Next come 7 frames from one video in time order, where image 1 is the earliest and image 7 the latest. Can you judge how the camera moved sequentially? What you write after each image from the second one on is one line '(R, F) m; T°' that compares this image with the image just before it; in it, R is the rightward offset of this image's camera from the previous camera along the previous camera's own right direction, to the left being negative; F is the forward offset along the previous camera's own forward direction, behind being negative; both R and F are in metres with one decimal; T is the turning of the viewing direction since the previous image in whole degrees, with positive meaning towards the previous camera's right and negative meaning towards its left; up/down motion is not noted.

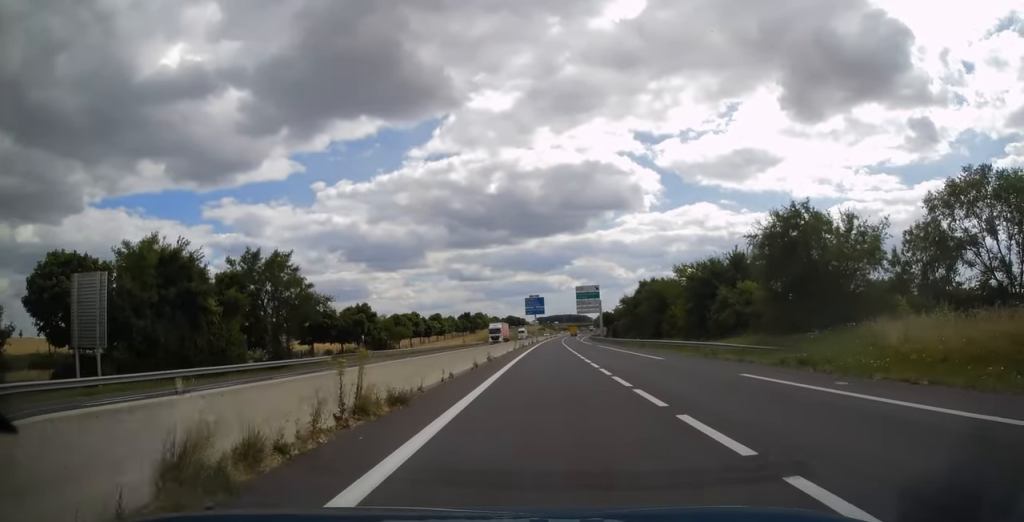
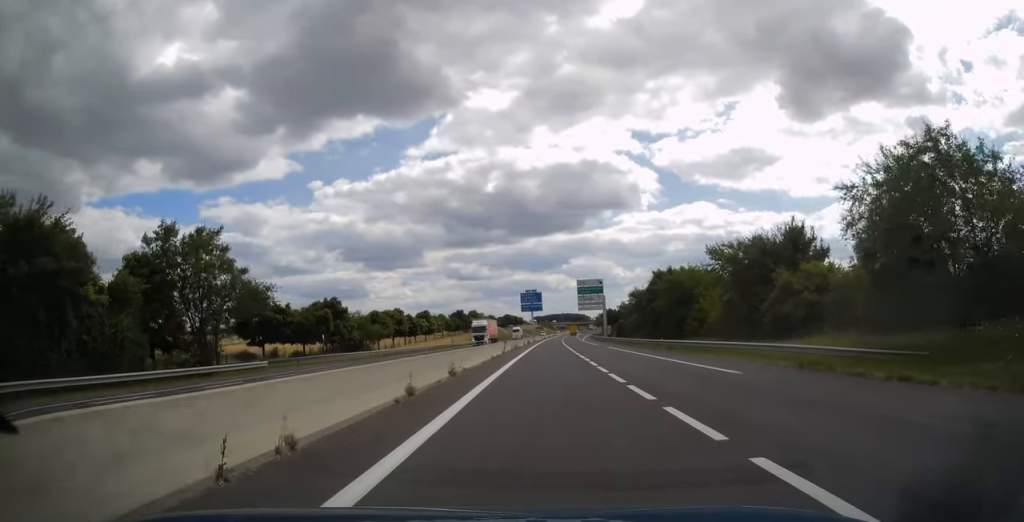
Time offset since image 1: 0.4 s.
(-0.1, +12.3) m; 0°
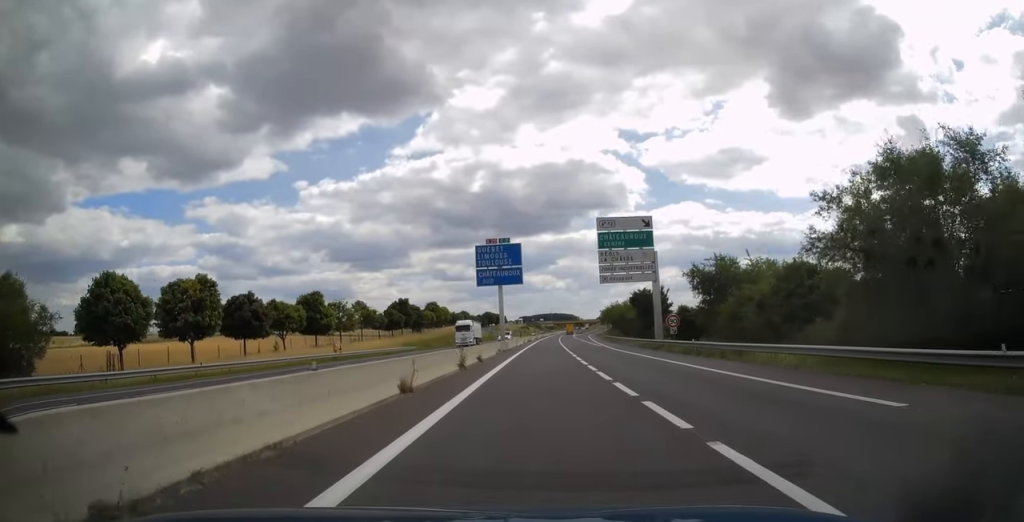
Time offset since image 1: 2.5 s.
(+0.8, +60.7) m; +2°
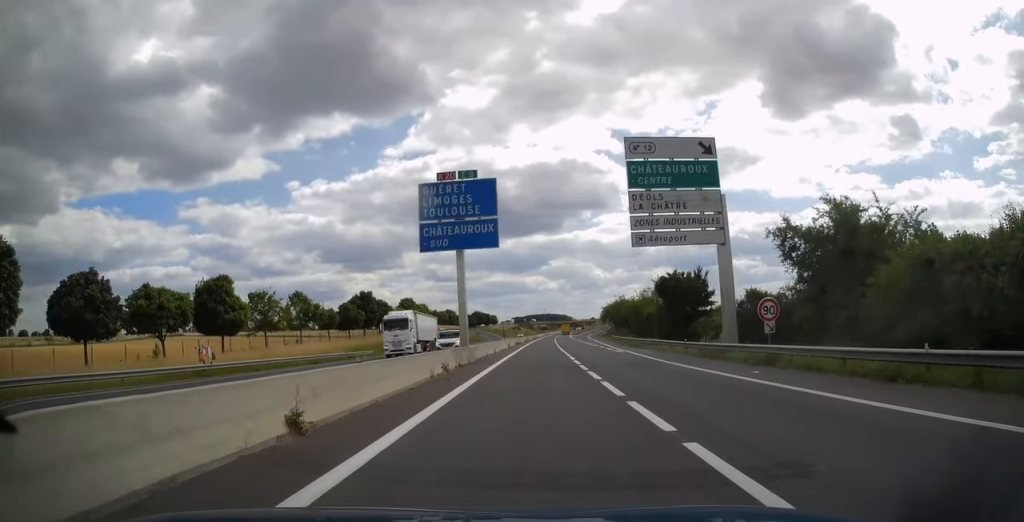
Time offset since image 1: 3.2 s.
(+0.2, +22.0) m; +1°
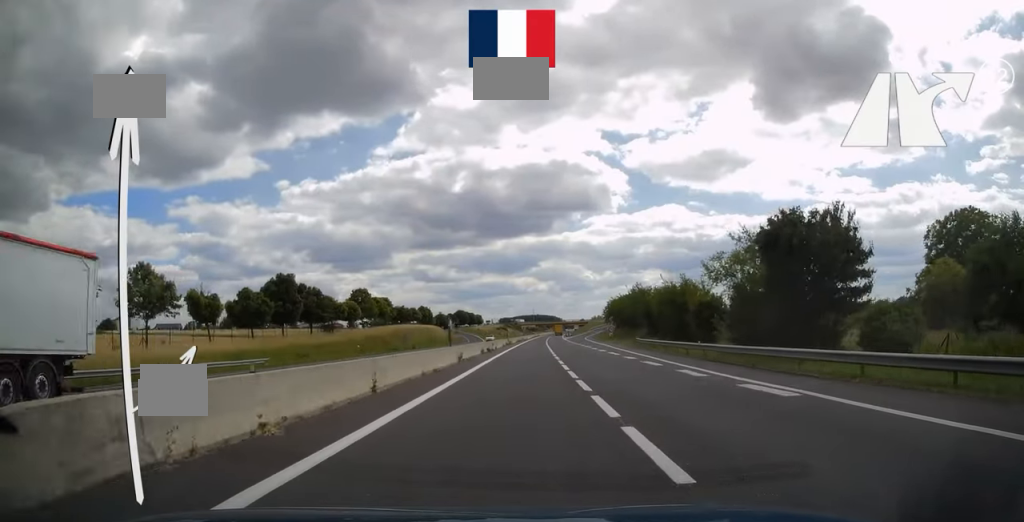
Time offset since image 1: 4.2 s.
(+0.3, +29.3) m; 0°
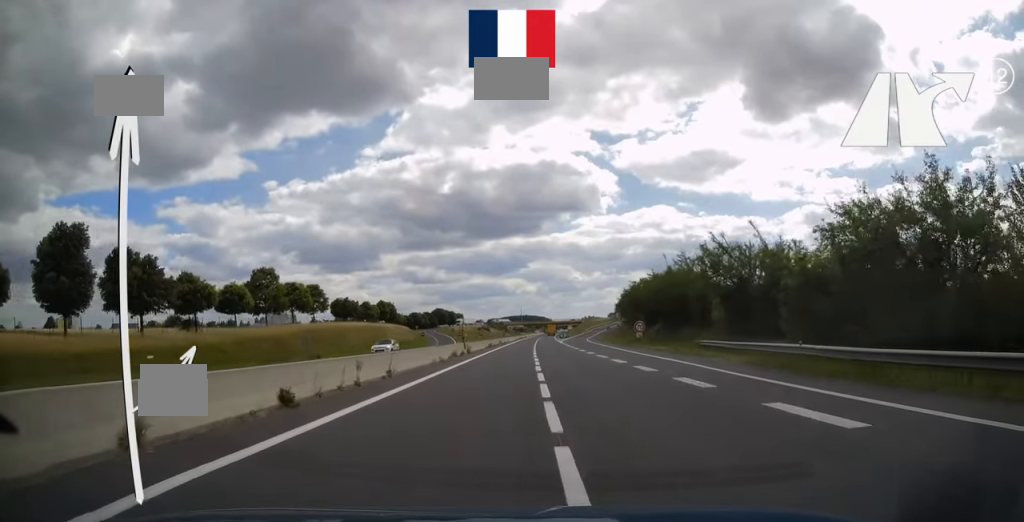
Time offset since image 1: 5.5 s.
(0.0, +36.7) m; +1°
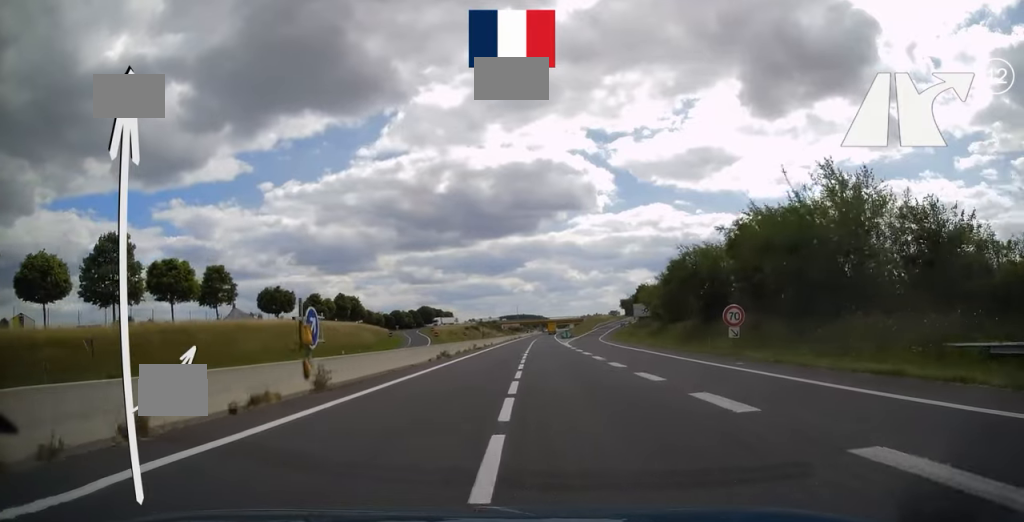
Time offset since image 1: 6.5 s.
(+0.4, +30.3) m; +1°
